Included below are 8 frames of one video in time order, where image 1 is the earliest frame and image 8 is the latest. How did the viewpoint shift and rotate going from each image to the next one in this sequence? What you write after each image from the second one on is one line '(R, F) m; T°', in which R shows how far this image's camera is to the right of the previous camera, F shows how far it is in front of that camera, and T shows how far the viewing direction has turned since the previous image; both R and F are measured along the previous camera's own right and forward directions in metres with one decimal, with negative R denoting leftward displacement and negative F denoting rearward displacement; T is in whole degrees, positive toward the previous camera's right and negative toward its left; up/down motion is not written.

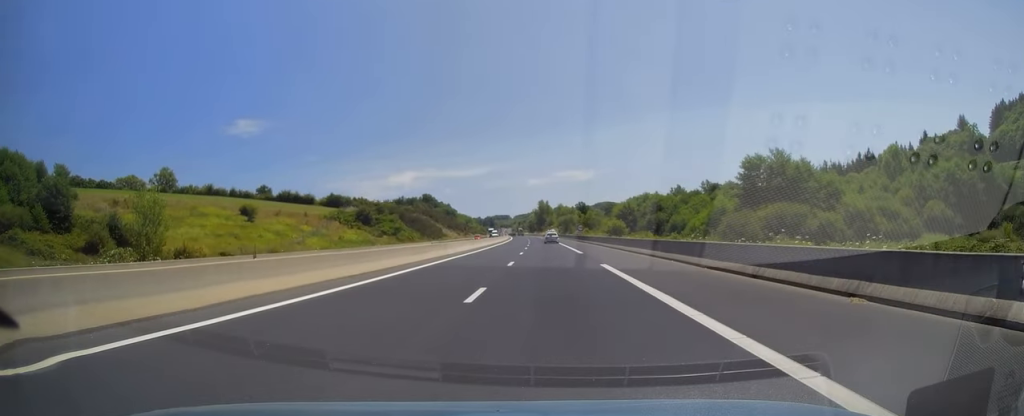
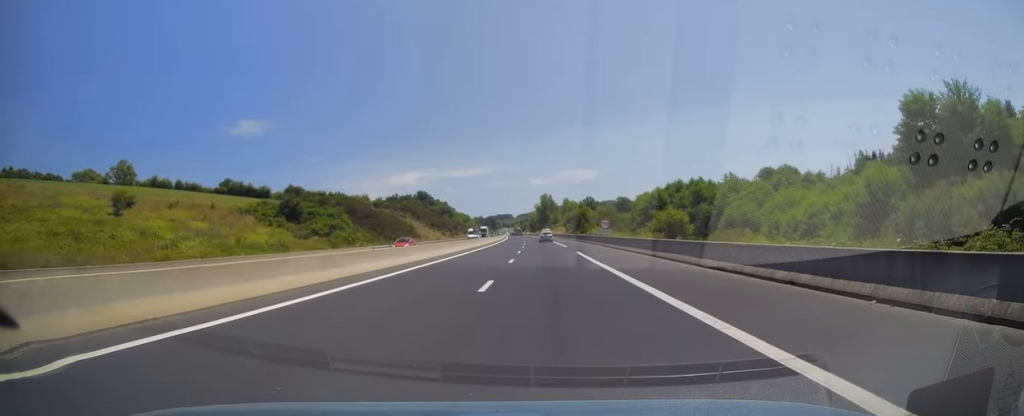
(-0.2, +37.3) m; 0°
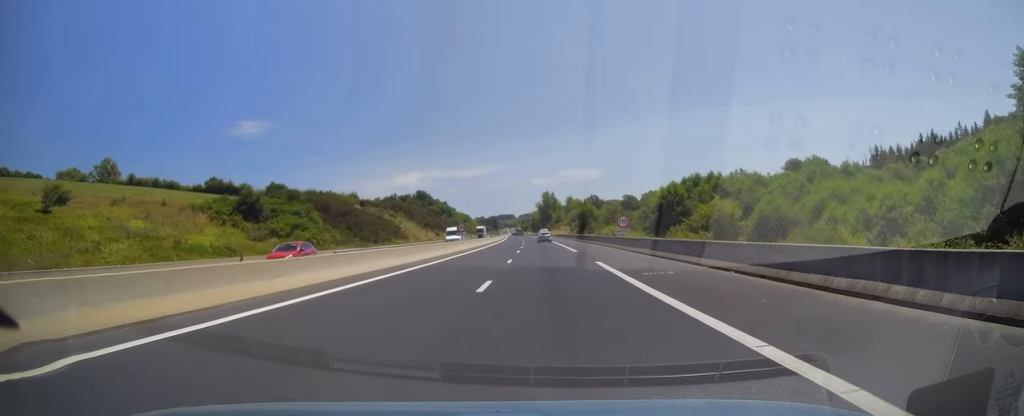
(+0.1, +13.3) m; 0°
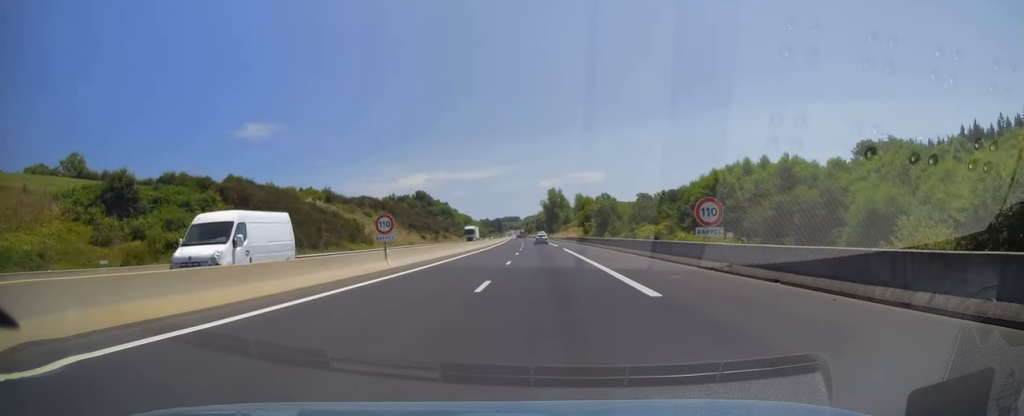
(-0.2, +26.0) m; -1°
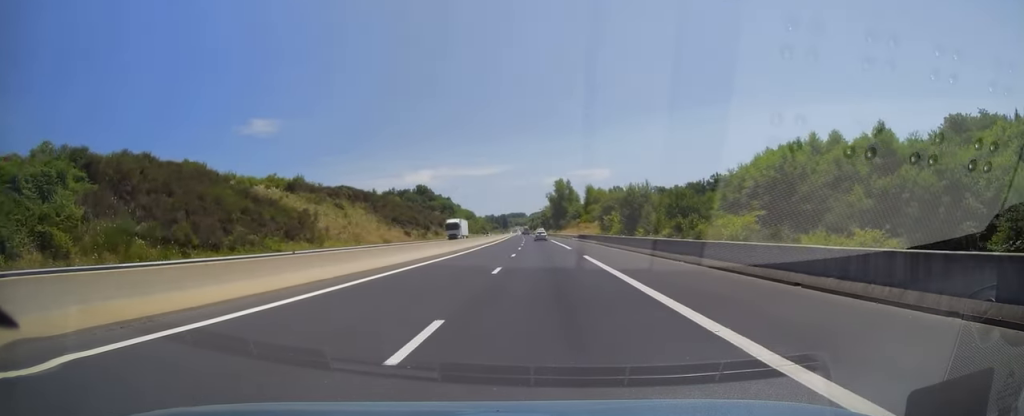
(-0.1, +21.1) m; 0°
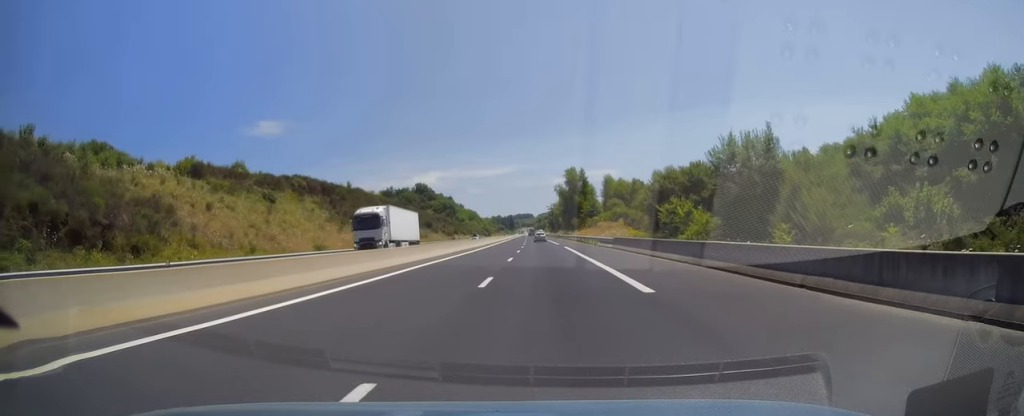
(-0.1, +30.4) m; -1°
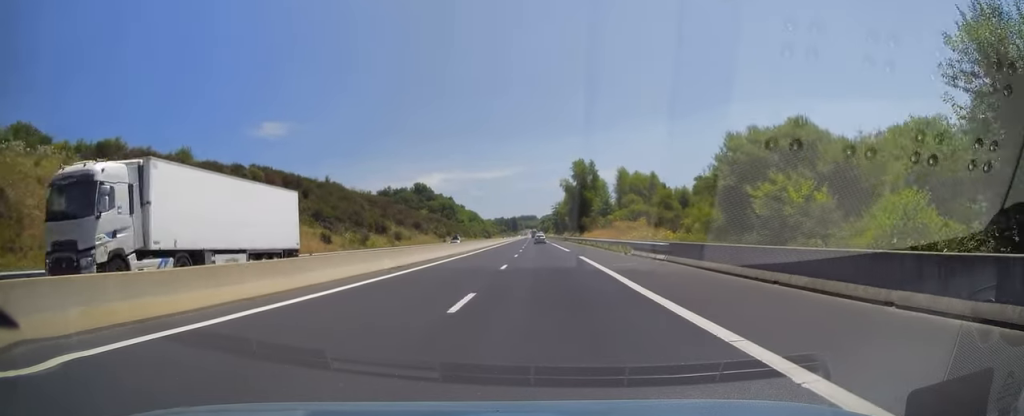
(-0.1, +18.1) m; -1°
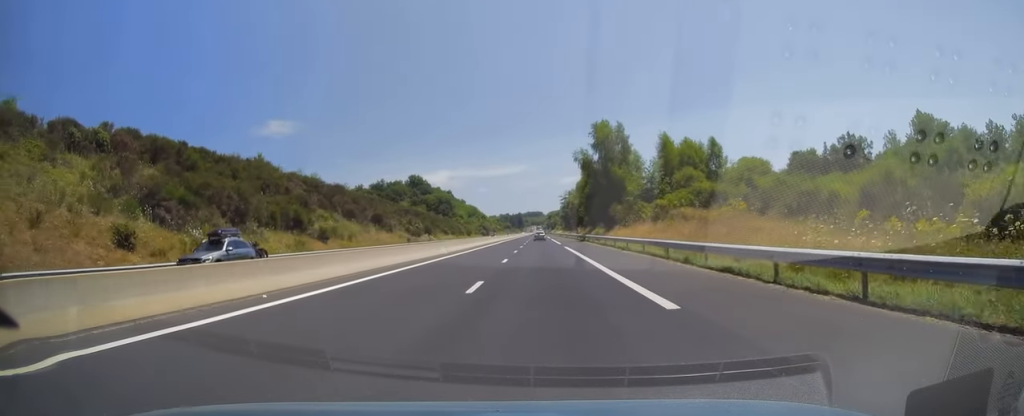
(-0.3, +36.2) m; -1°
